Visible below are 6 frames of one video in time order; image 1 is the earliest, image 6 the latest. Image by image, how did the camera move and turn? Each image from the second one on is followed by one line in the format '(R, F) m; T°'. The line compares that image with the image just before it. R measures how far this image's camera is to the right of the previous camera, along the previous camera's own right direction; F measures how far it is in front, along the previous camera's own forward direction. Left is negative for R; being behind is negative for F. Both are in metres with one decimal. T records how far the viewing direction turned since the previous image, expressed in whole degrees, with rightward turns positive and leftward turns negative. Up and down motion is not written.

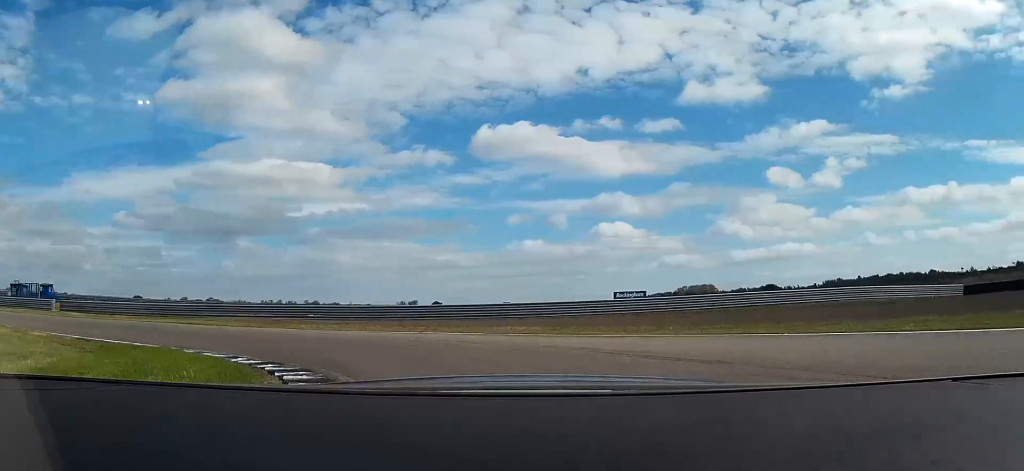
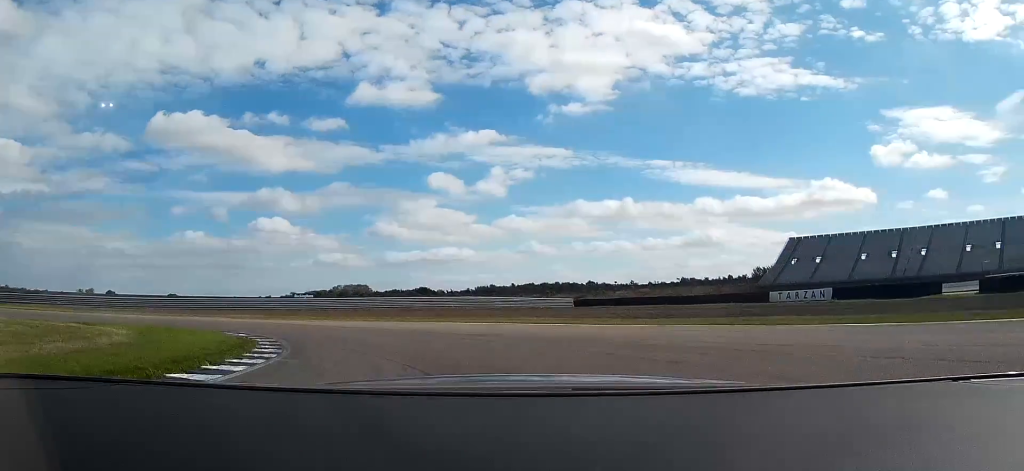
(+4.6, +17.5) m; +26°
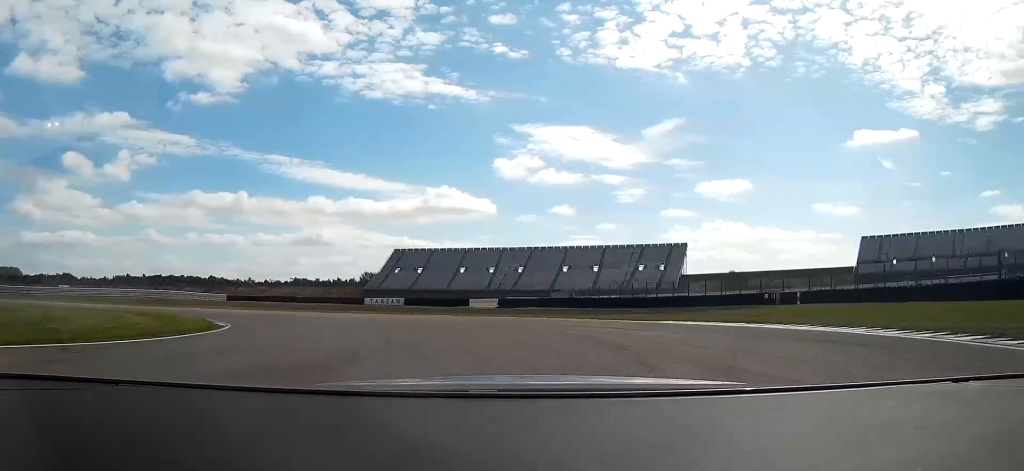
(+8.8, +28.4) m; +33°
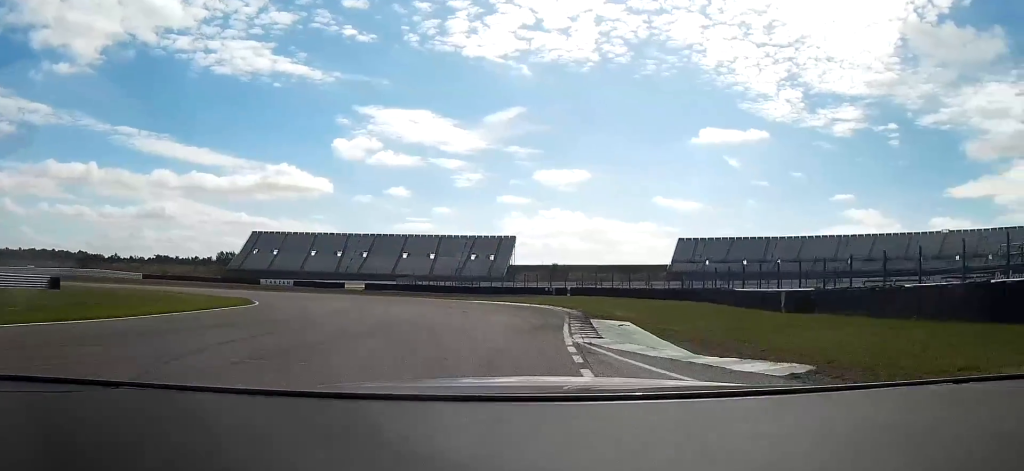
(+4.5, +27.6) m; +14°
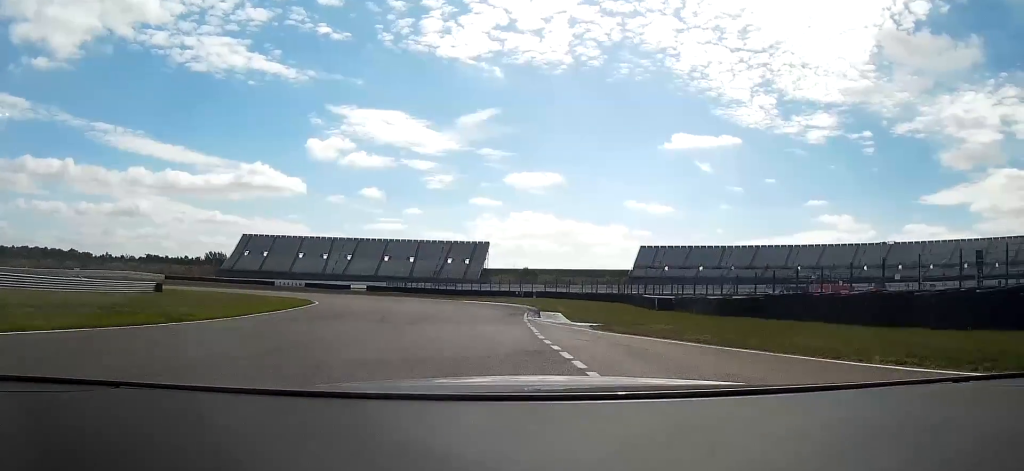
(+0.9, +21.7) m; +4°
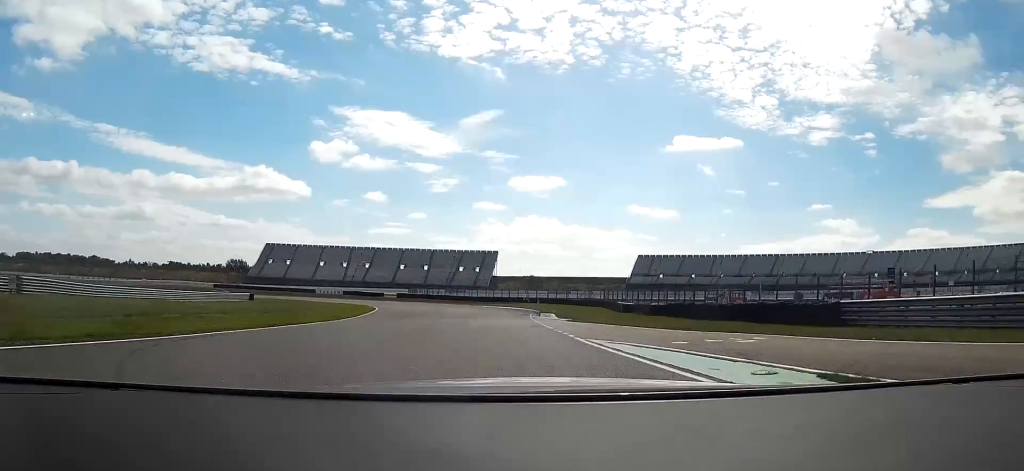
(+0.6, +23.2) m; 0°
